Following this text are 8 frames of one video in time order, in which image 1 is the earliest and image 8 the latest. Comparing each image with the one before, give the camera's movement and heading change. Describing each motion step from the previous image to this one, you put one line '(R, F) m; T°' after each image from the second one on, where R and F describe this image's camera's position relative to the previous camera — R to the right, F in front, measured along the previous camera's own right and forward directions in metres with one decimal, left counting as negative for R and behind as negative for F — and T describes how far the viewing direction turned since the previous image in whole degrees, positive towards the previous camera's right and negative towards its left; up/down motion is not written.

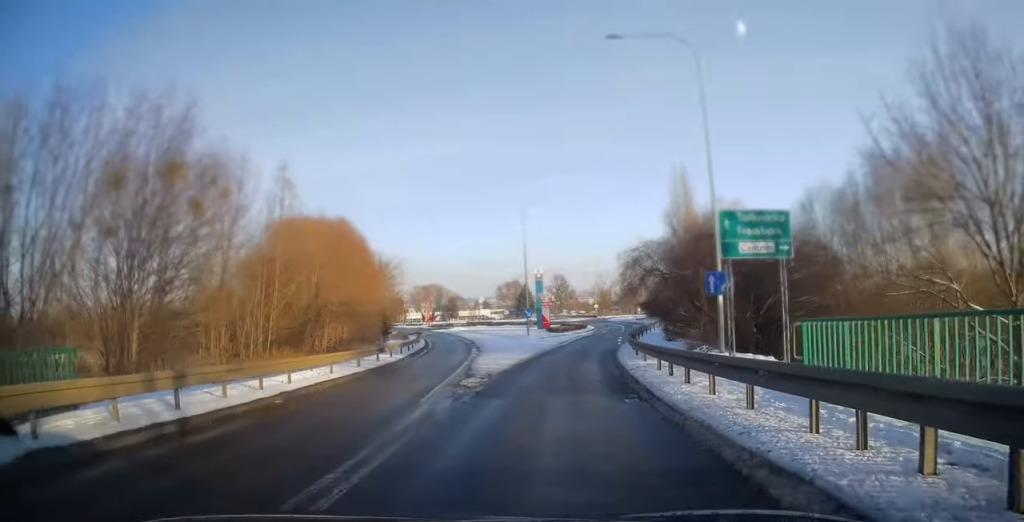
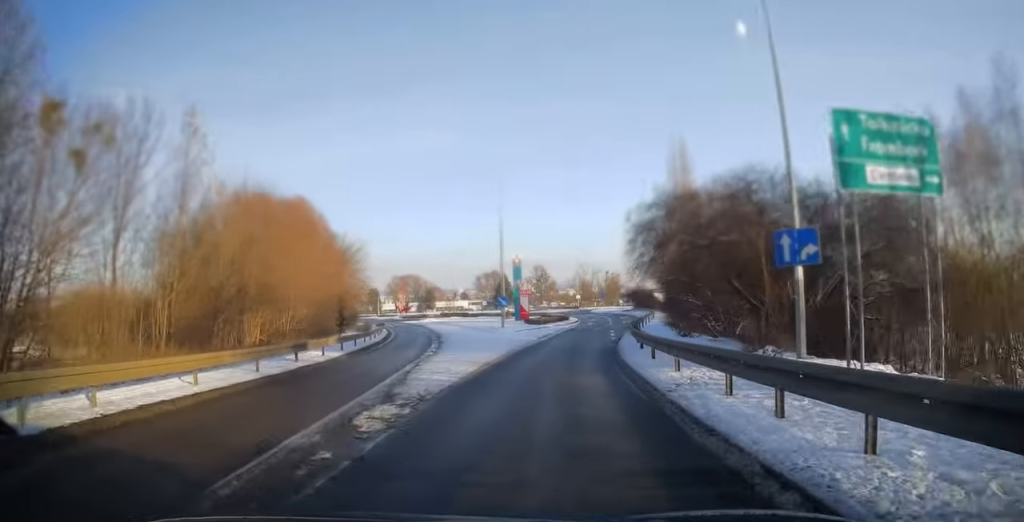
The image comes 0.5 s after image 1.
(-0.1, +7.4) m; +1°
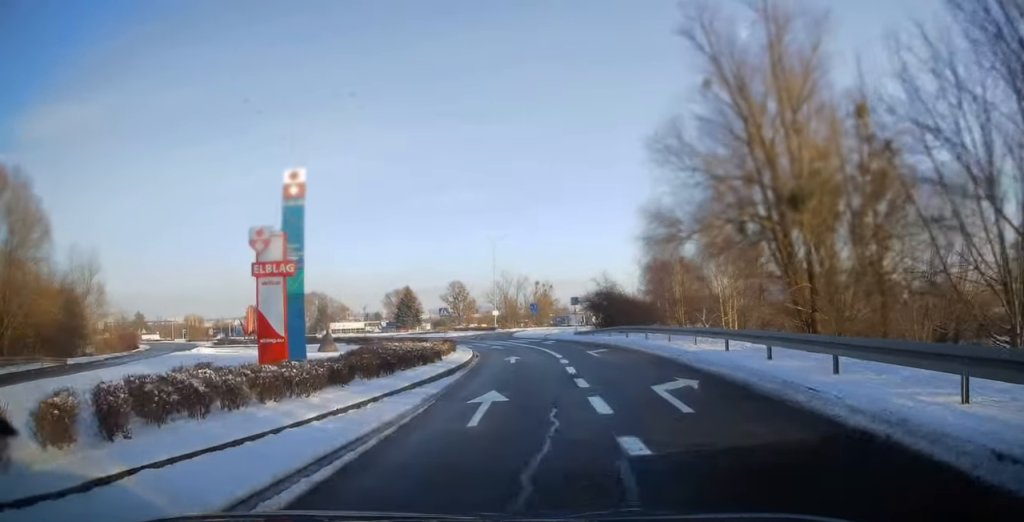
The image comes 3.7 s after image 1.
(+2.4, +46.5) m; +6°
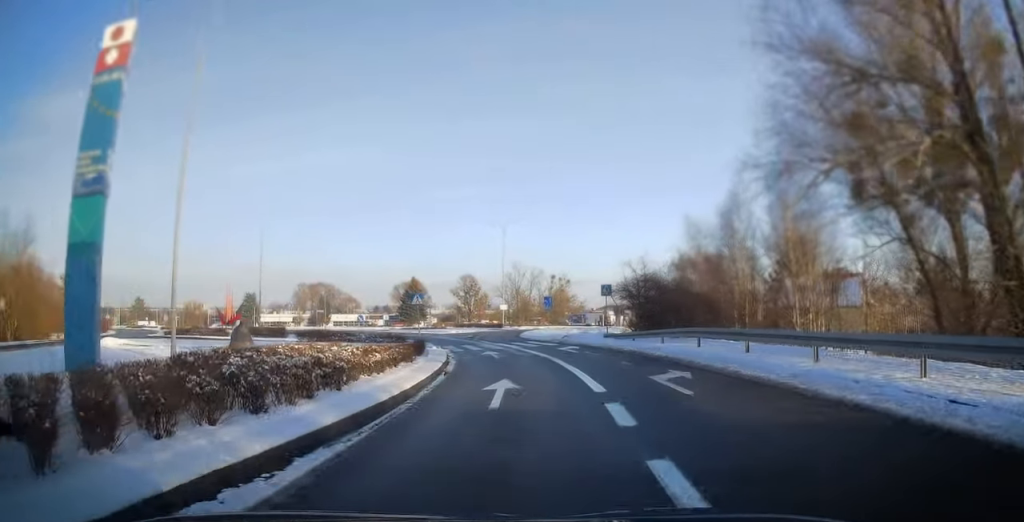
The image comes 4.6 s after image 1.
(+0.1, +13.2) m; -1°
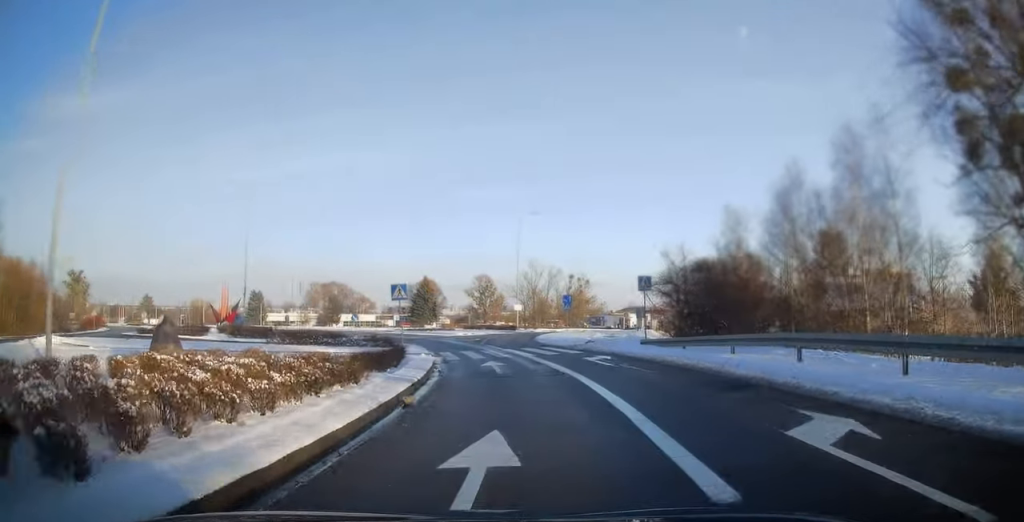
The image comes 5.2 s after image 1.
(-0.1, +7.0) m; -2°
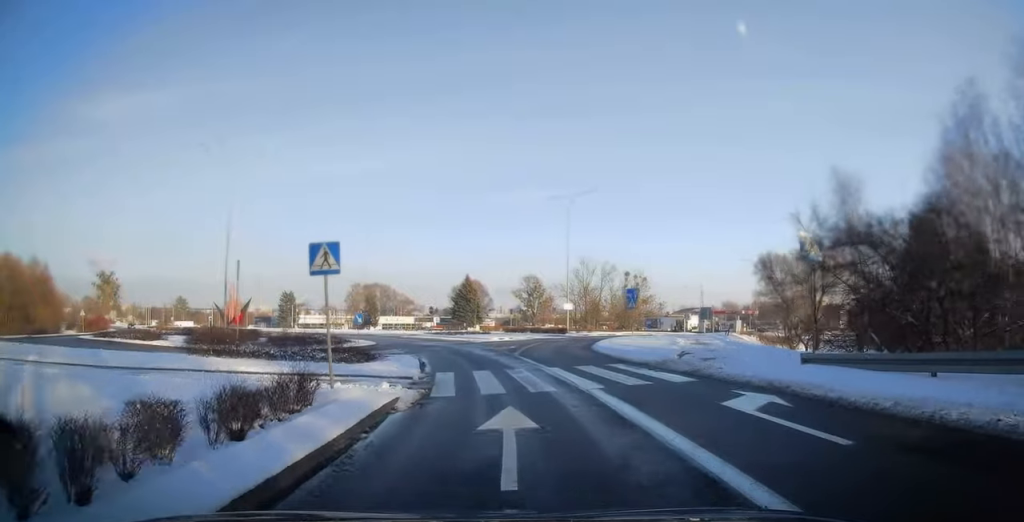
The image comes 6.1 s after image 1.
(-0.4, +12.1) m; -5°
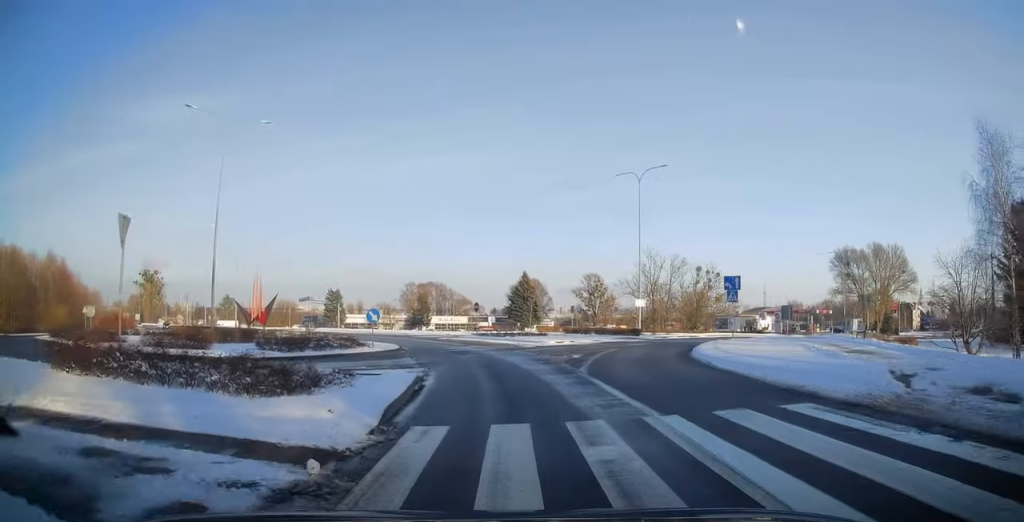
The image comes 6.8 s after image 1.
(0.0, +10.0) m; -6°
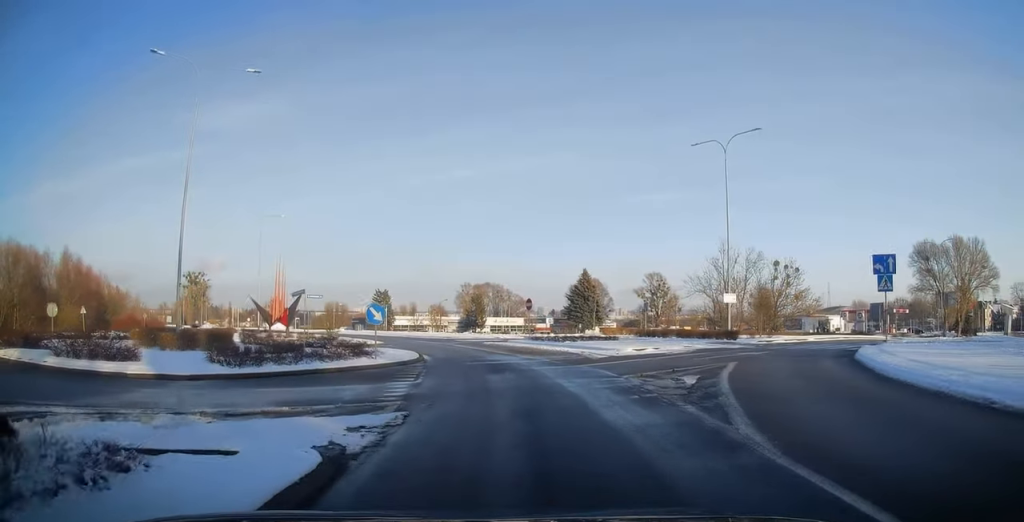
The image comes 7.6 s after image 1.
(-0.9, +9.6) m; -6°
